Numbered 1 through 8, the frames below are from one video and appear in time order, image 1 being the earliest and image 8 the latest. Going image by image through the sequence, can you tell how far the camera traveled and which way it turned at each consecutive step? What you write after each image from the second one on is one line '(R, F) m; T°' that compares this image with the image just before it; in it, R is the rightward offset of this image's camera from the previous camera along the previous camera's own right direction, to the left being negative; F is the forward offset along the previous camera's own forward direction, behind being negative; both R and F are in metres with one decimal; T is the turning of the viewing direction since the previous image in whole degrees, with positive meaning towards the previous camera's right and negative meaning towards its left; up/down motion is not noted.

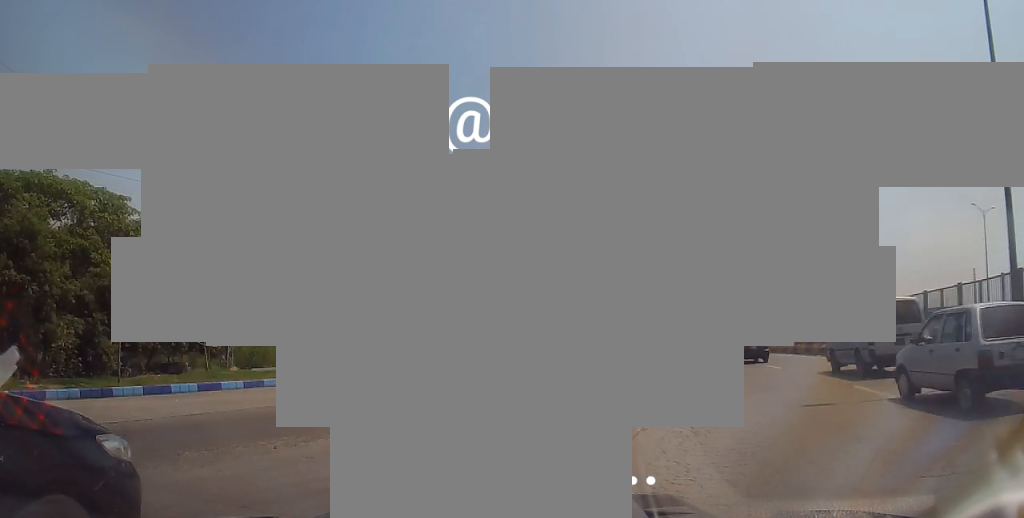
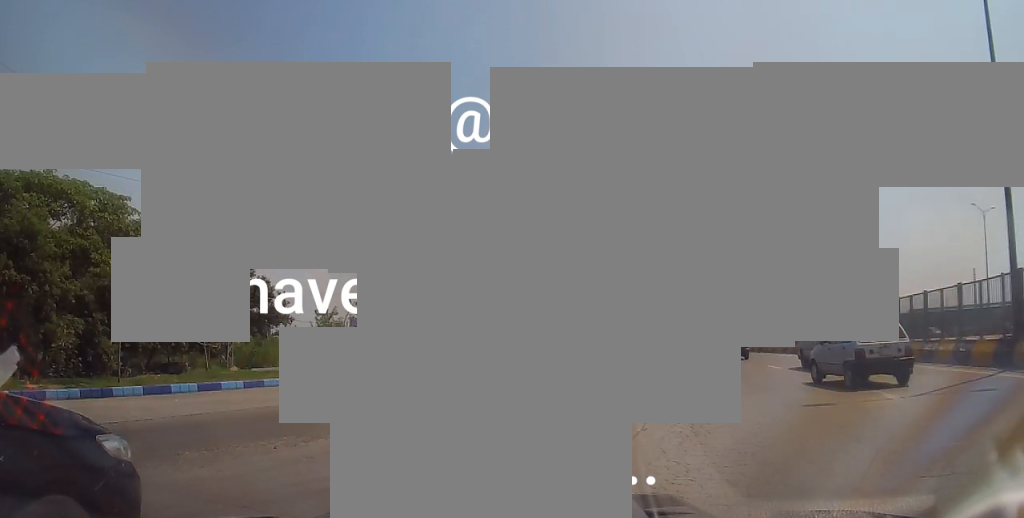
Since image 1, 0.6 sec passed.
(0.0, 0.0) m; 0°
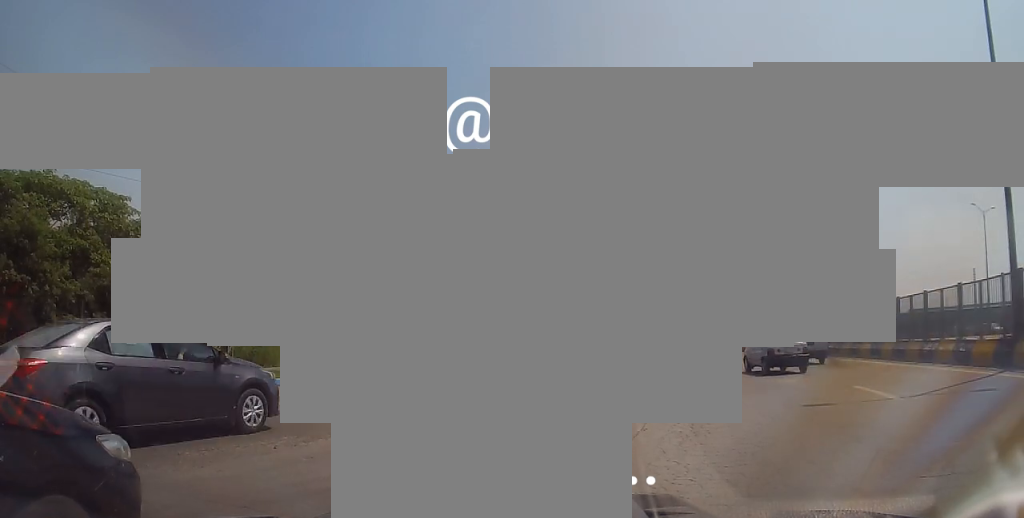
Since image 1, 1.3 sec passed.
(0.0, 0.0) m; 0°
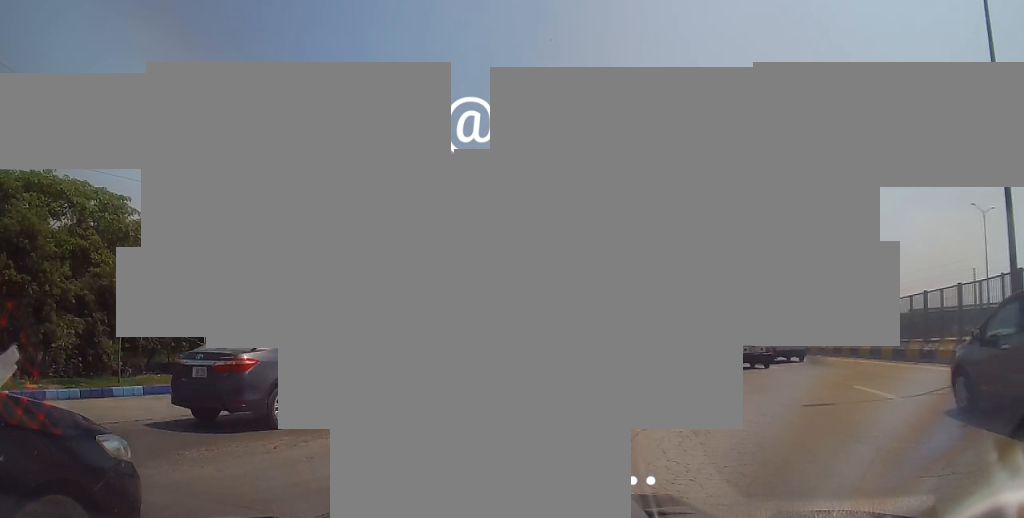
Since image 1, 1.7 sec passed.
(0.0, 0.0) m; 0°
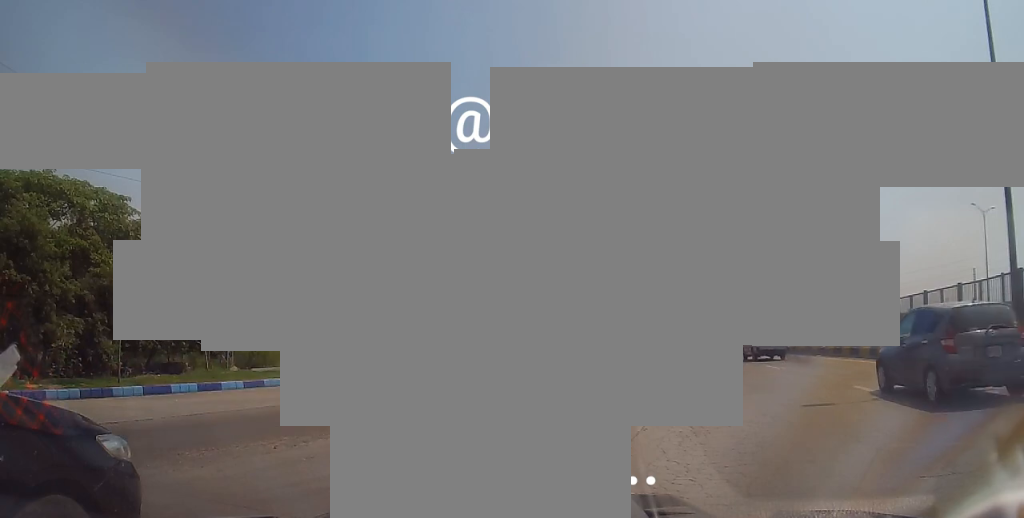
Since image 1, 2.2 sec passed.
(0.0, 0.0) m; 0°
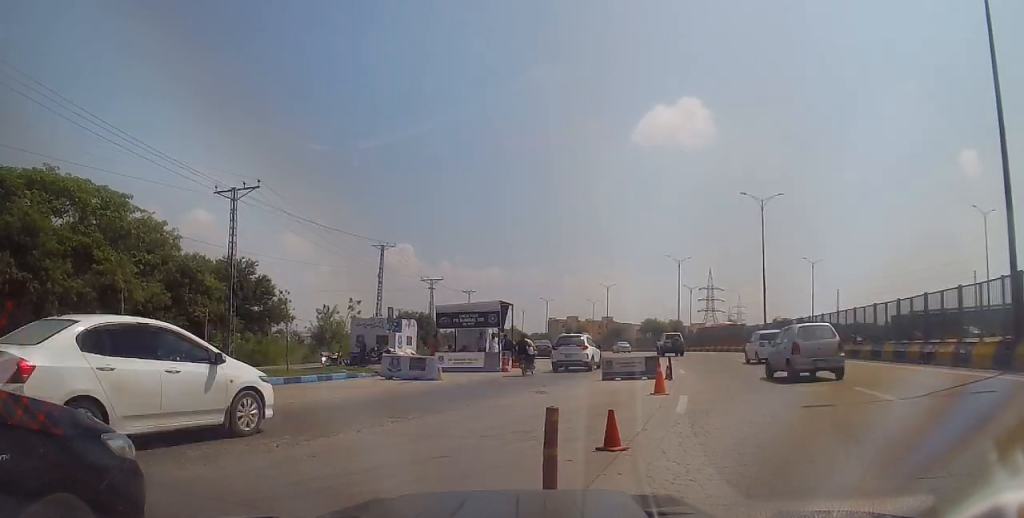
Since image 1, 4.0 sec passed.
(0.0, +0.4) m; 0°
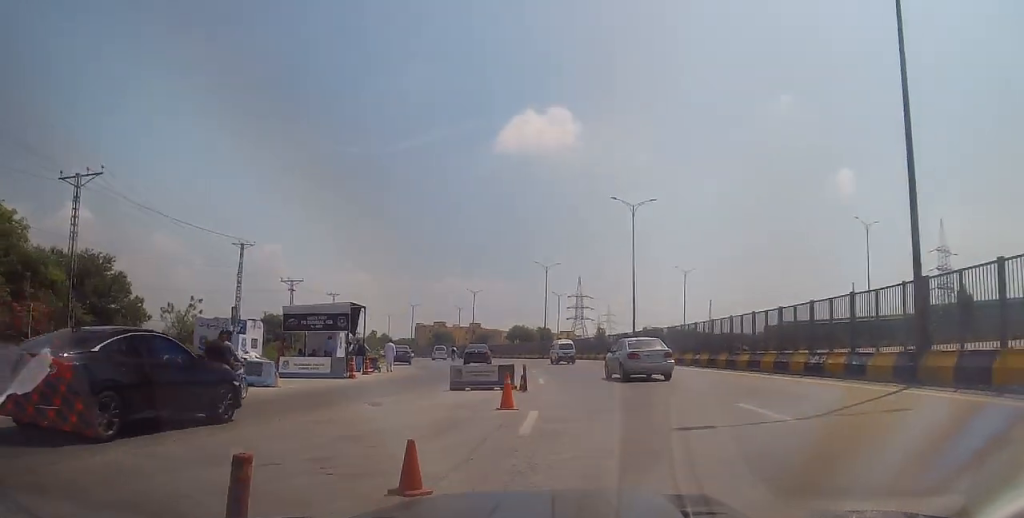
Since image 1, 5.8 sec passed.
(0.0, +2.3) m; 0°
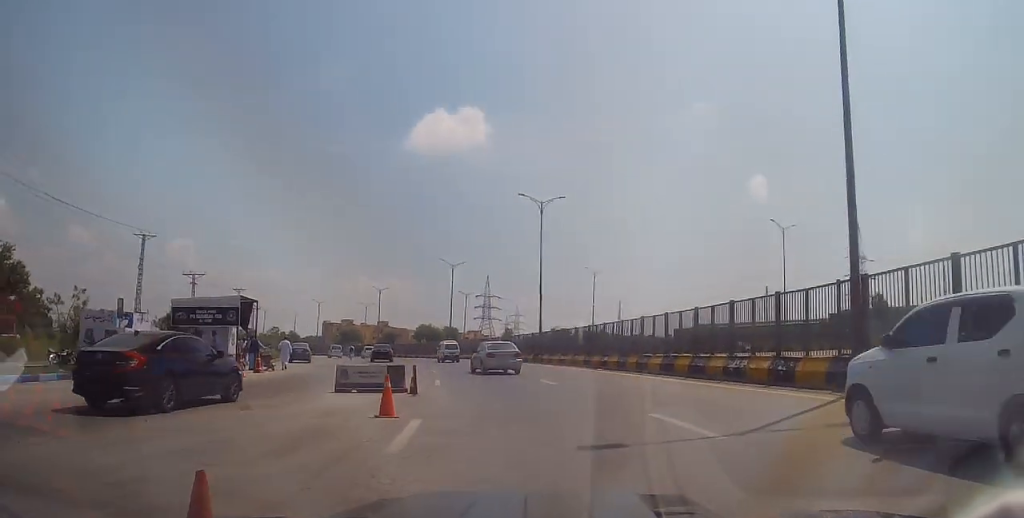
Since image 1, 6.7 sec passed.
(0.0, +1.8) m; 0°
